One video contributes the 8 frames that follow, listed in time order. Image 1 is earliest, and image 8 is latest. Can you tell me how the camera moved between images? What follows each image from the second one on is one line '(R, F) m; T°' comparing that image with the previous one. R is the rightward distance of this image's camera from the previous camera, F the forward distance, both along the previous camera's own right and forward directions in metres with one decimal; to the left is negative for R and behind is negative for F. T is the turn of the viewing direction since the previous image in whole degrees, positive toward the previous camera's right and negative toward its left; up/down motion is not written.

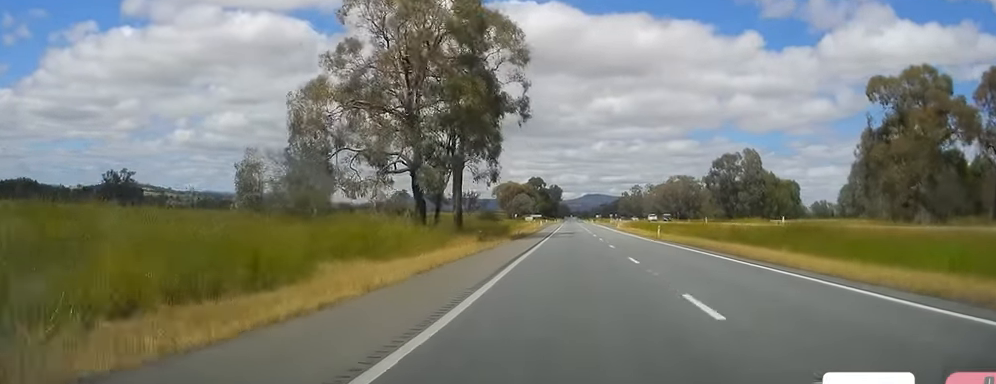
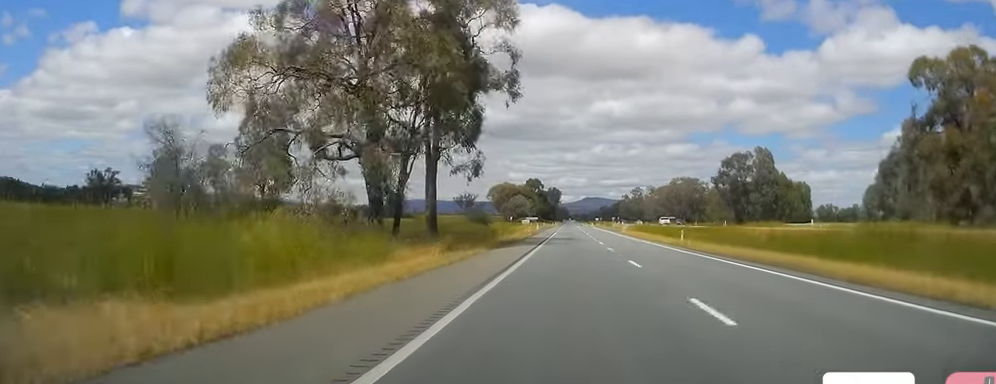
(+0.1, +12.4) m; 0°
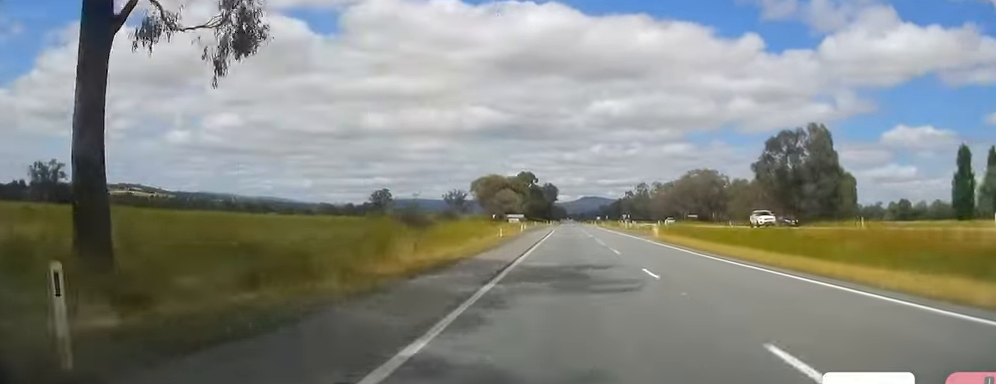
(-0.4, +40.2) m; -1°
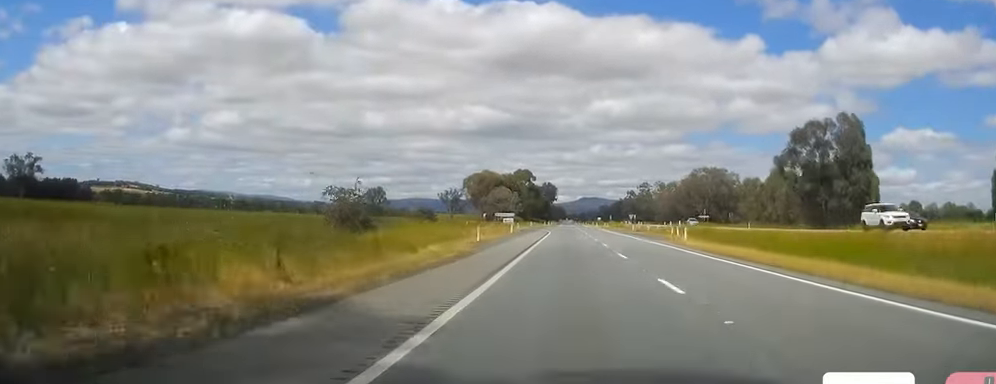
(0.0, +15.3) m; 0°
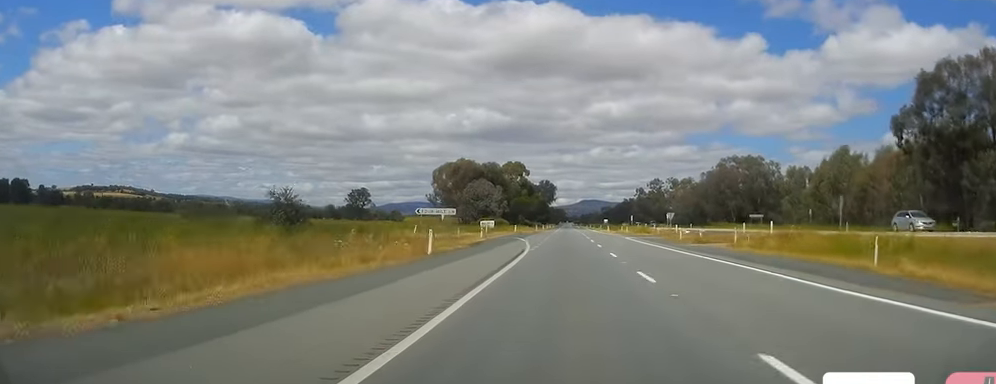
(+0.8, +45.2) m; 0°
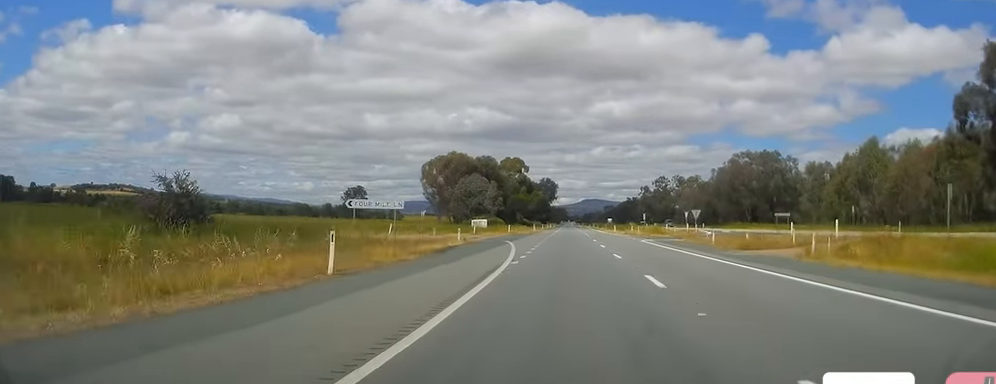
(-0.2, +13.4) m; 0°
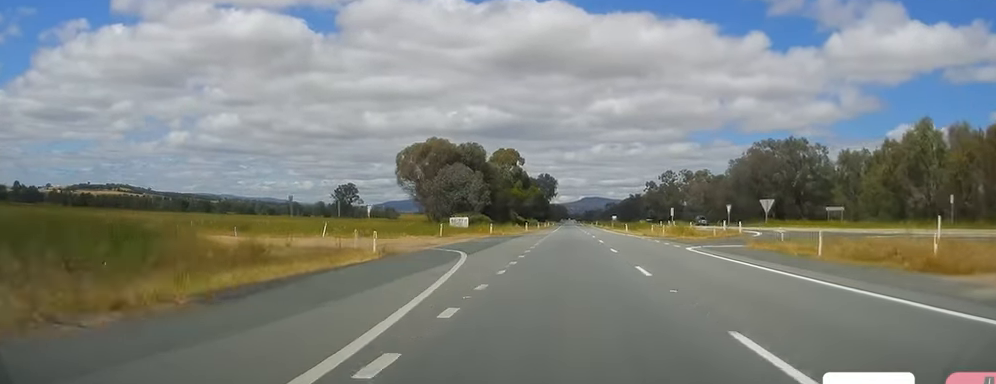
(-0.4, +21.1) m; 0°
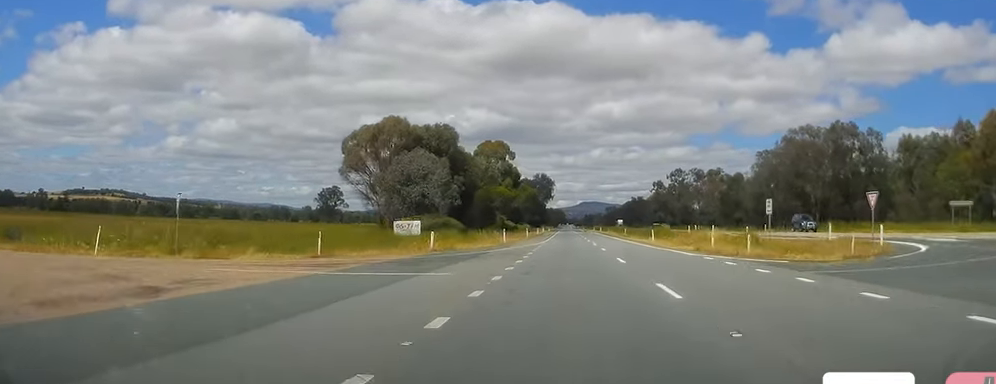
(+0.6, +28.7) m; +1°
